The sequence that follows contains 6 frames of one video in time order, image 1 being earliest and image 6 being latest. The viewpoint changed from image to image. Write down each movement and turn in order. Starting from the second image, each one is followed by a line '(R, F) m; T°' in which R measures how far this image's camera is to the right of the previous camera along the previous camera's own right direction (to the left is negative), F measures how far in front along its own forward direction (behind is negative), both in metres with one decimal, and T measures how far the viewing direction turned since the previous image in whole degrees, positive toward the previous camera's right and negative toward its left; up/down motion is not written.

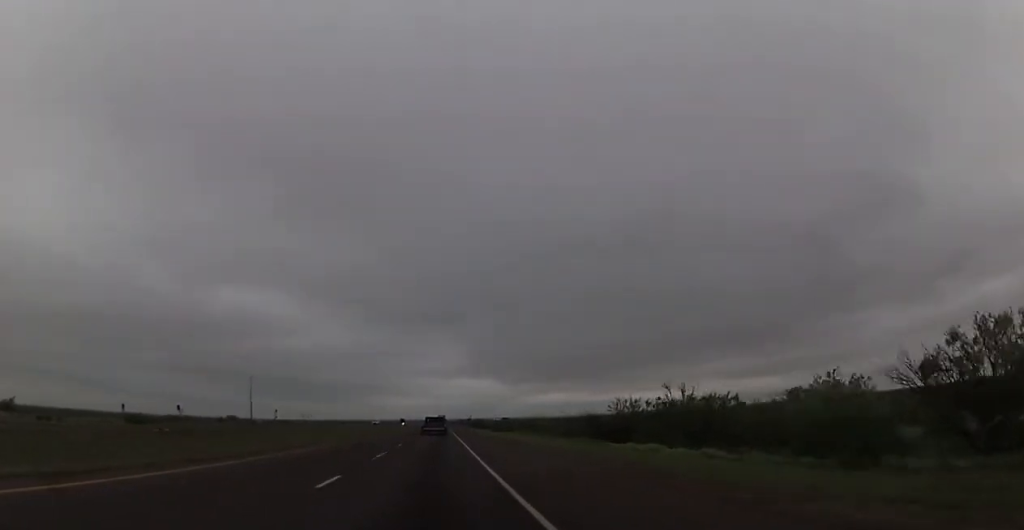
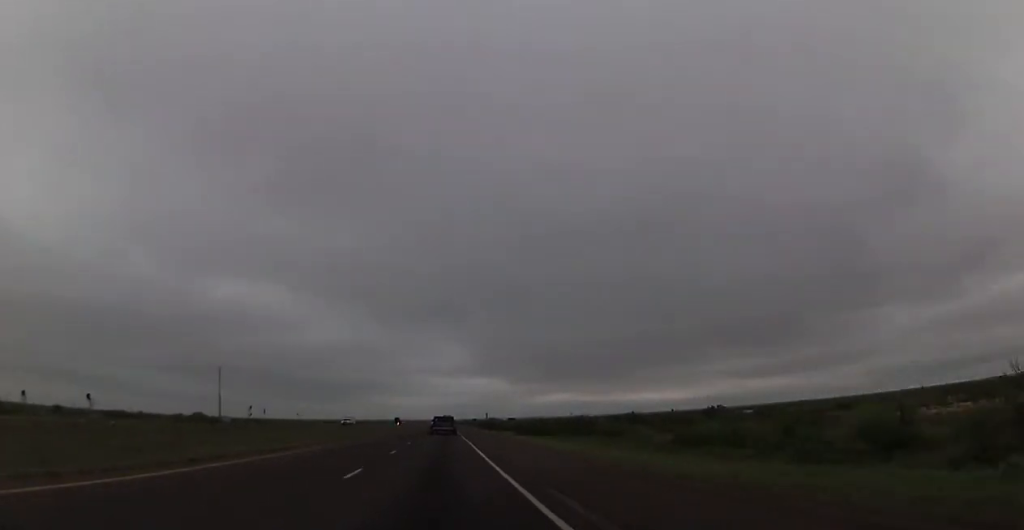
(-0.1, +46.7) m; +1°
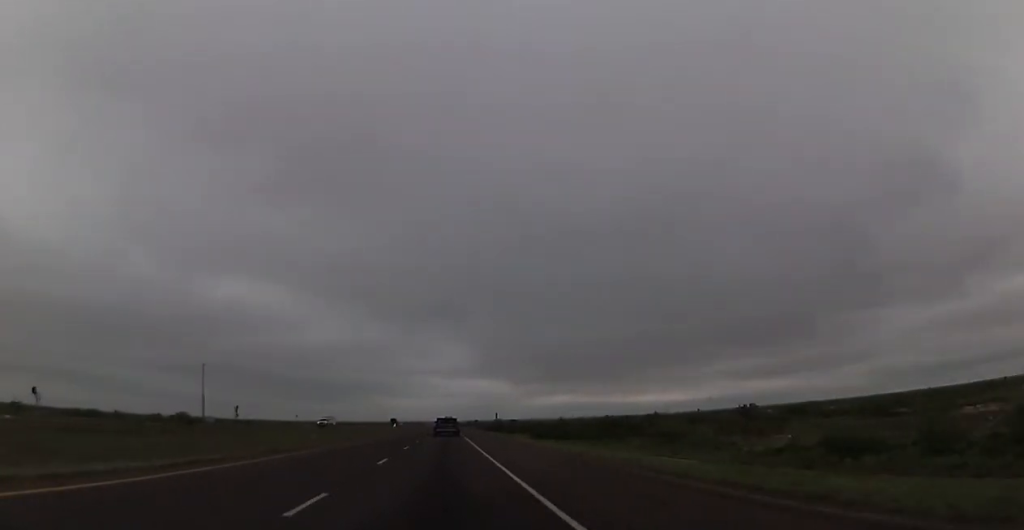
(+0.3, +18.6) m; 0°
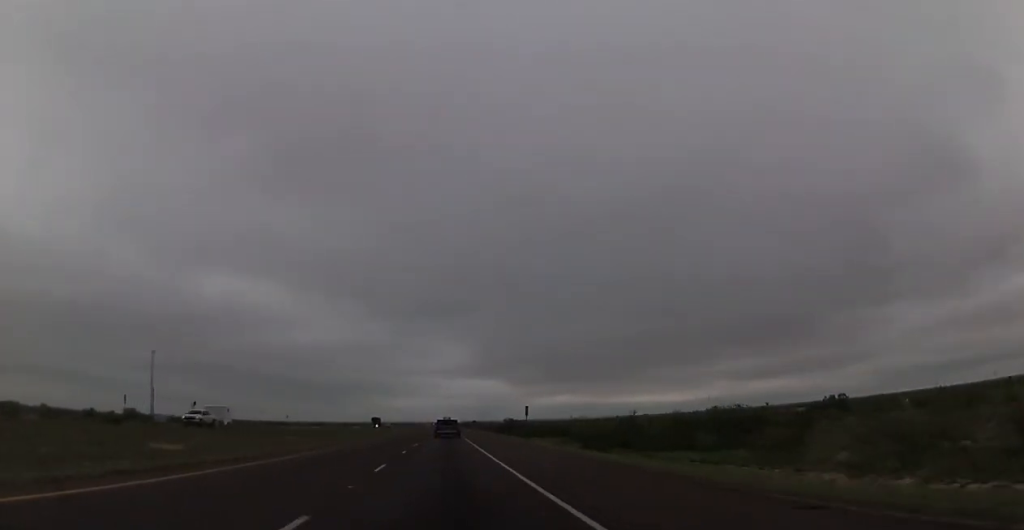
(-0.2, +39.6) m; -1°
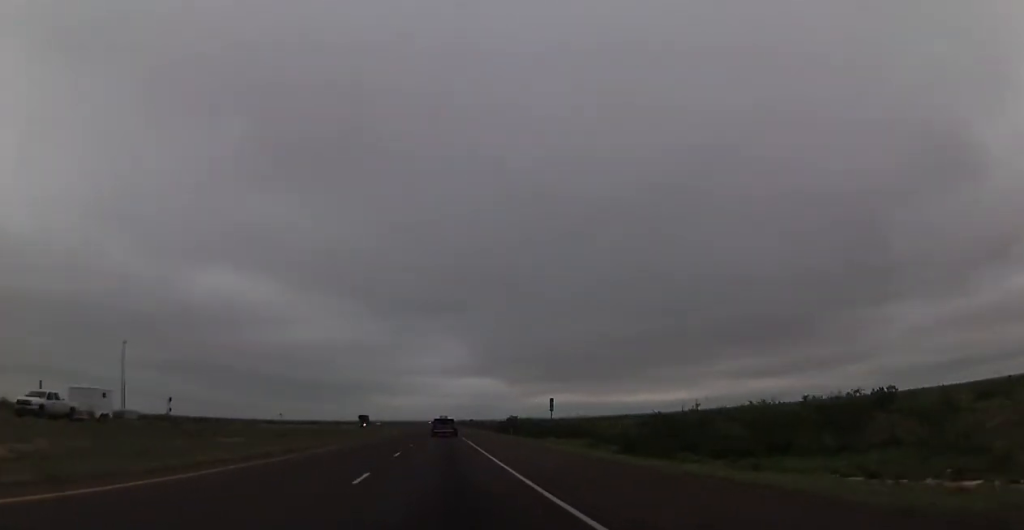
(-0.3, +16.3) m; 0°
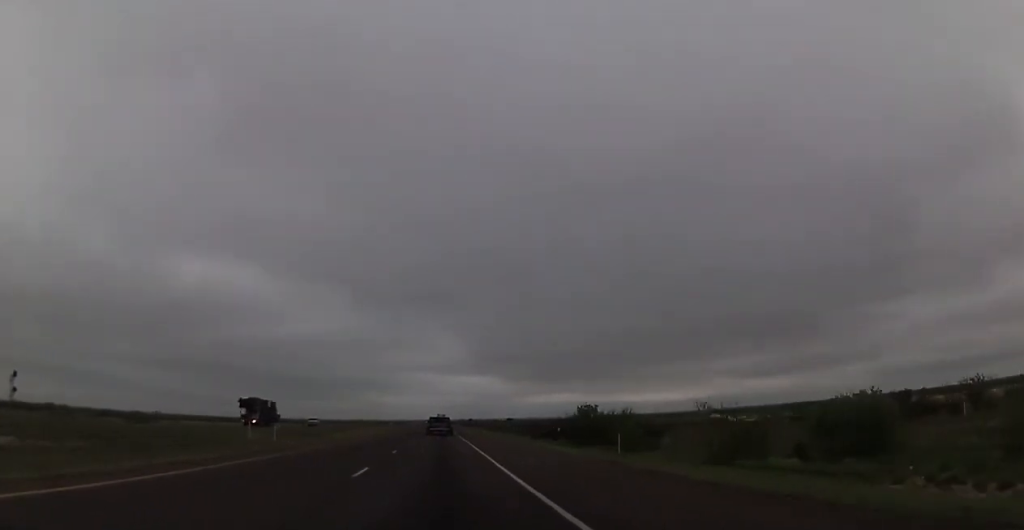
(+1.0, +72.5) m; 0°
